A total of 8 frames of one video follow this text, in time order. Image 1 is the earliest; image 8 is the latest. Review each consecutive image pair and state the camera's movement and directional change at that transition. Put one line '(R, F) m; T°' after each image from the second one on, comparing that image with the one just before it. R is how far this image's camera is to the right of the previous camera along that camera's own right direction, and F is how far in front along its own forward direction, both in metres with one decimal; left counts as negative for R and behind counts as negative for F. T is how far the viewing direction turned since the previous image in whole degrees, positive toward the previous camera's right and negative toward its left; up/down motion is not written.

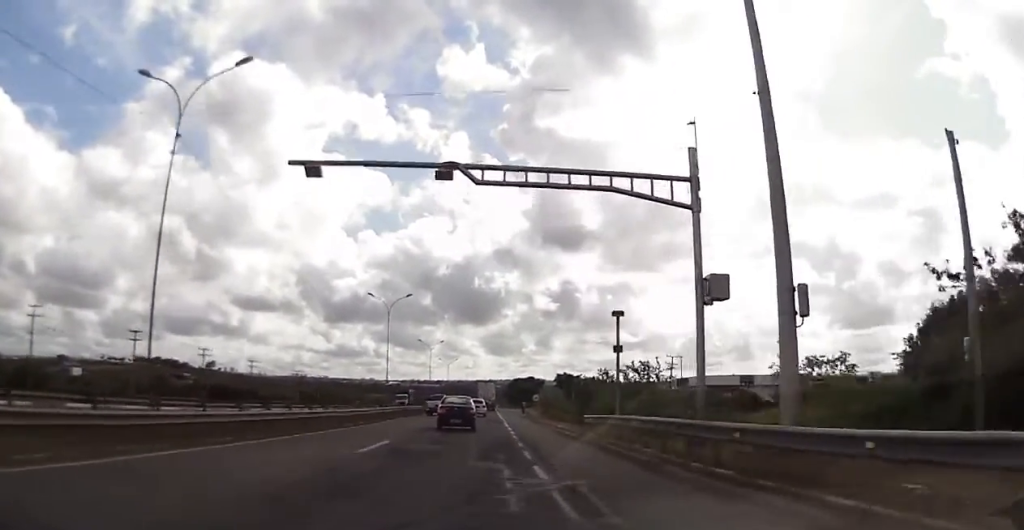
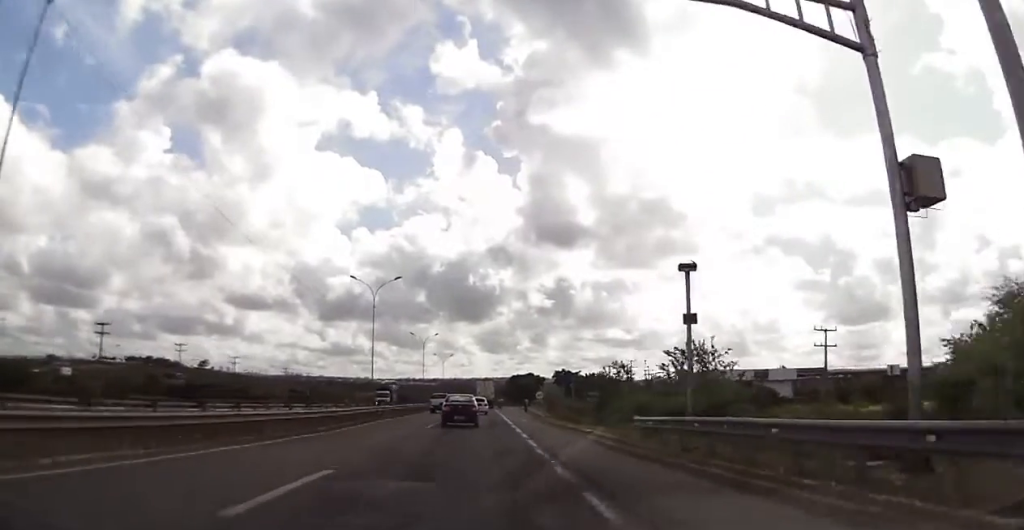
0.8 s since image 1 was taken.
(+0.2, +8.4) m; 0°
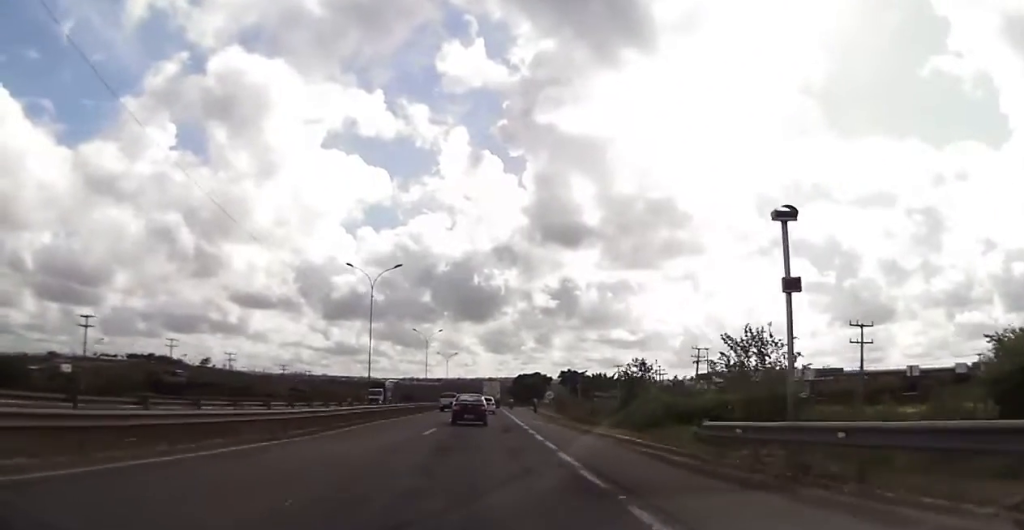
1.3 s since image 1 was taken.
(+0.1, +5.1) m; -1°
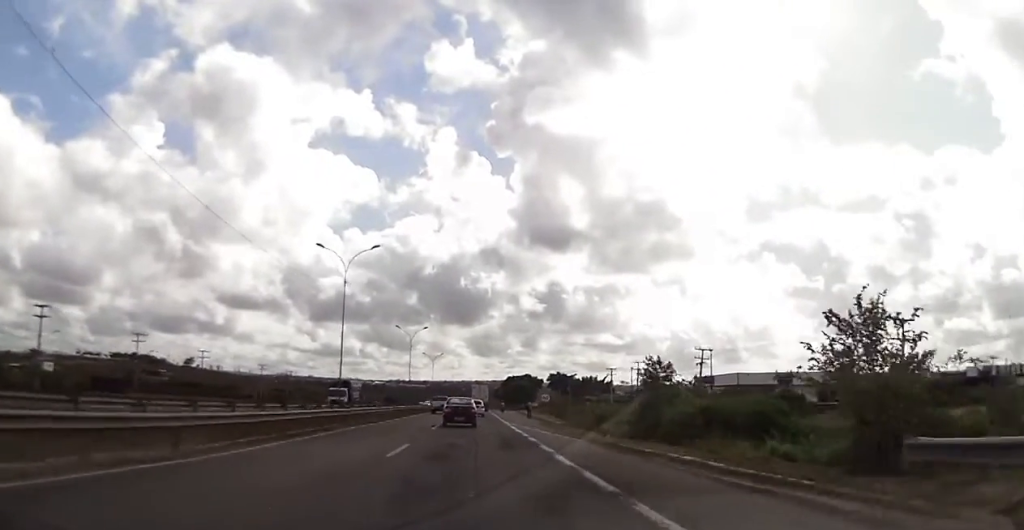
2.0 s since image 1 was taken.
(-0.3, +7.4) m; 0°
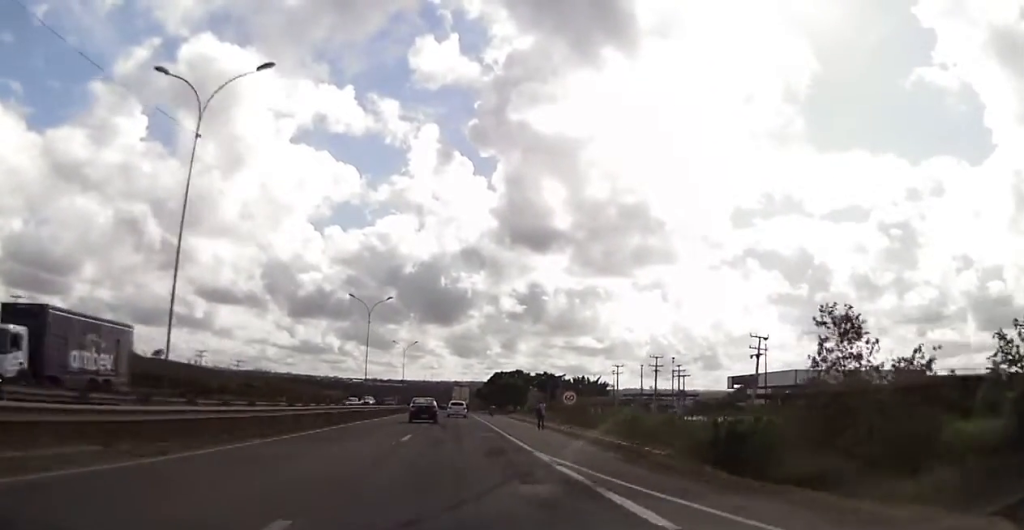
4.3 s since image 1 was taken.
(+1.9, +25.5) m; +6°
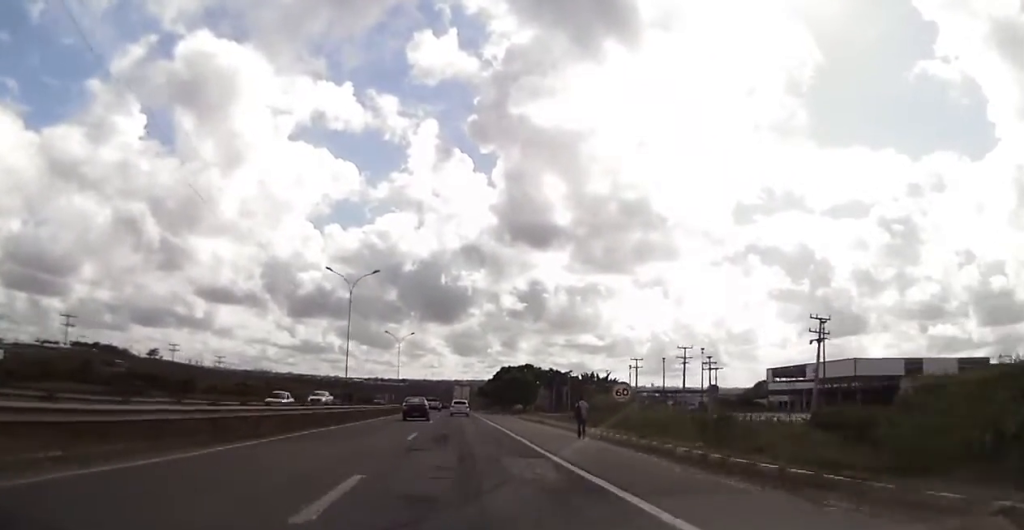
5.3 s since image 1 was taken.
(-0.4, +13.4) m; -2°
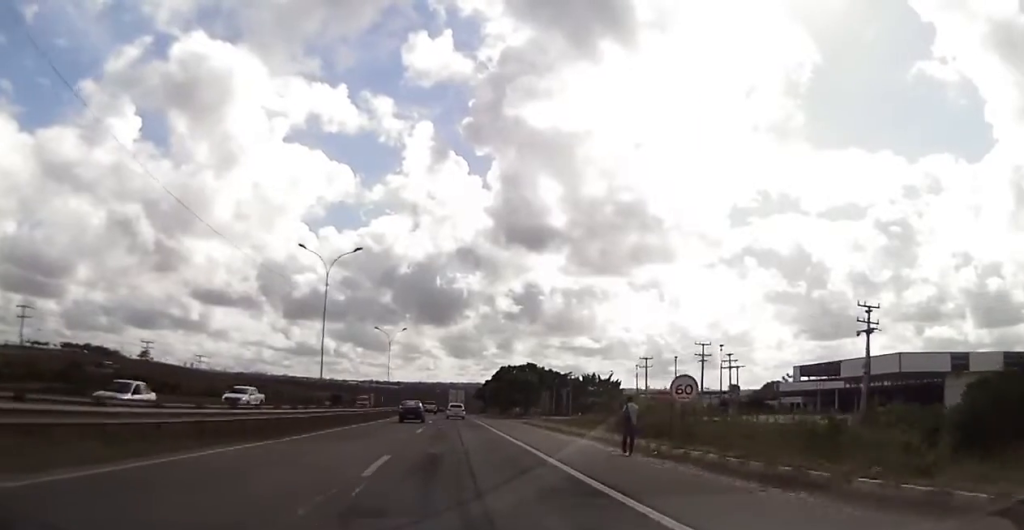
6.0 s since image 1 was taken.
(0.0, +9.1) m; 0°
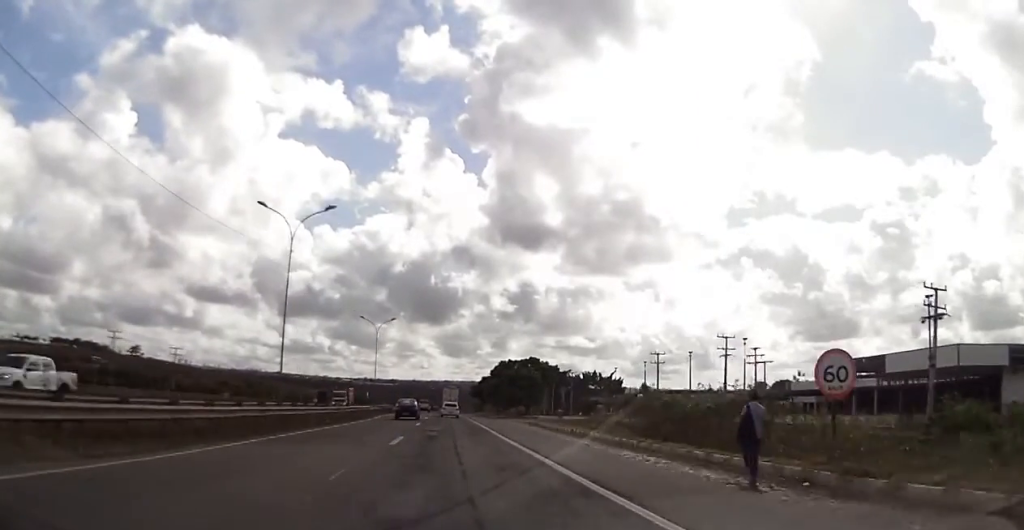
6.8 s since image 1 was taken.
(0.0, +9.7) m; 0°
